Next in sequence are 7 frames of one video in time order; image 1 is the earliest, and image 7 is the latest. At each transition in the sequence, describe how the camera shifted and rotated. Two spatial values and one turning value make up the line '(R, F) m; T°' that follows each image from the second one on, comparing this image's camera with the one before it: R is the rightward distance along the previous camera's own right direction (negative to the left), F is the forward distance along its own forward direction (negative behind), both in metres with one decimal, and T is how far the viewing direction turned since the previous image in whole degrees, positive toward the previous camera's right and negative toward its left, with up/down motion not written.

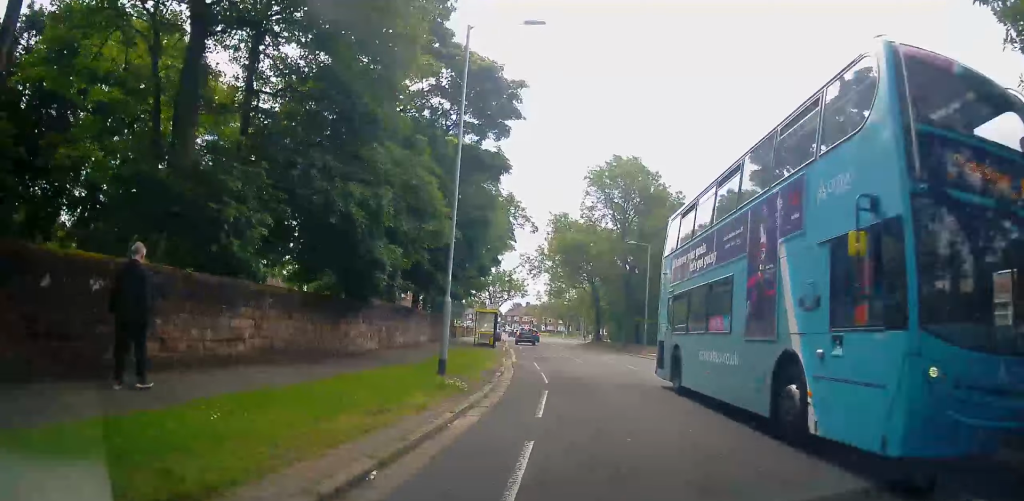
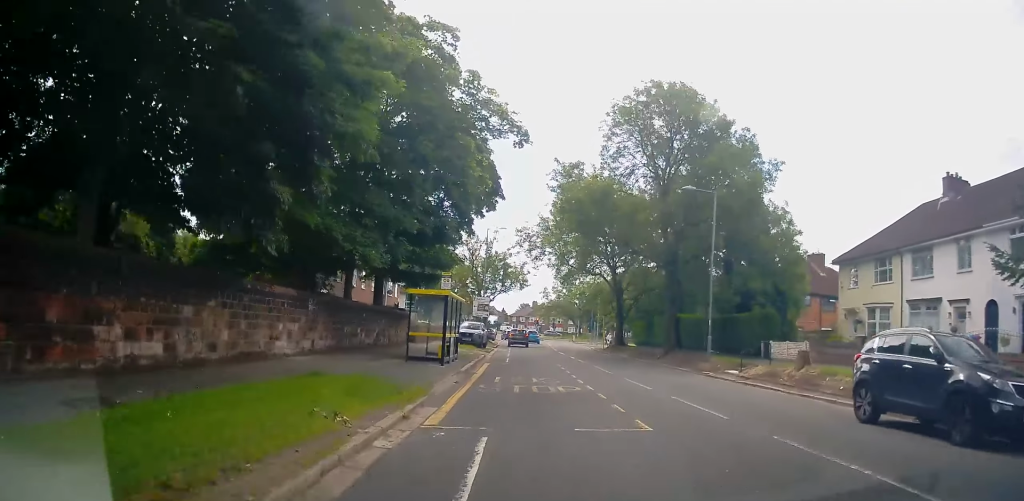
(+0.1, +18.3) m; -1°
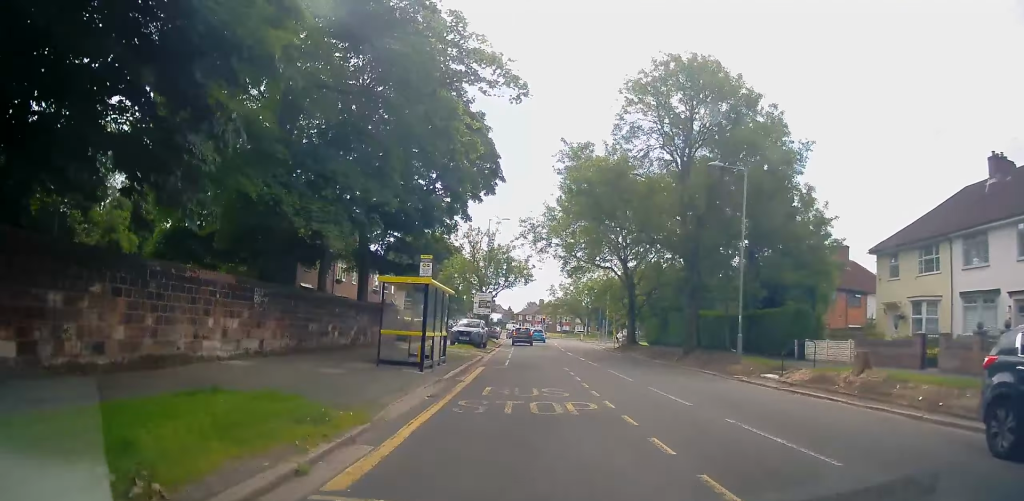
(0.0, +3.8) m; -1°
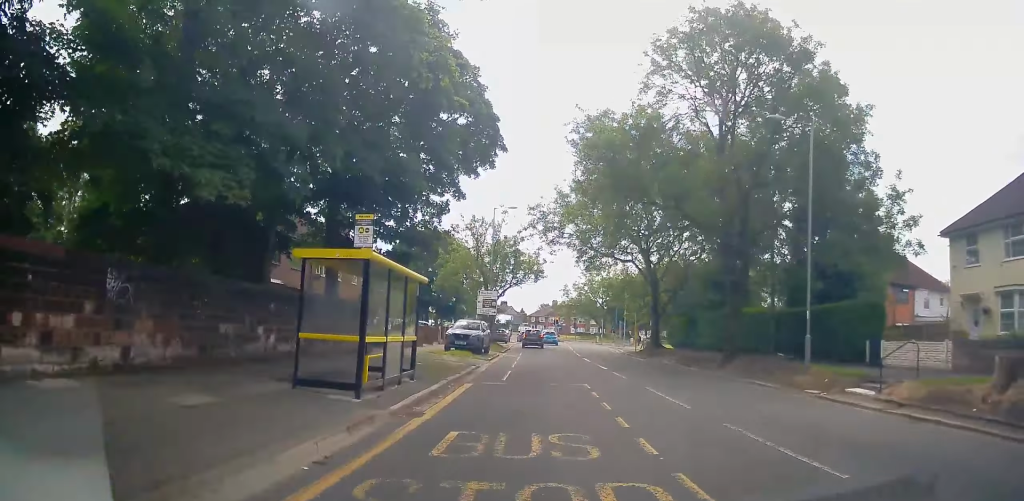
(0.0, +5.9) m; -1°
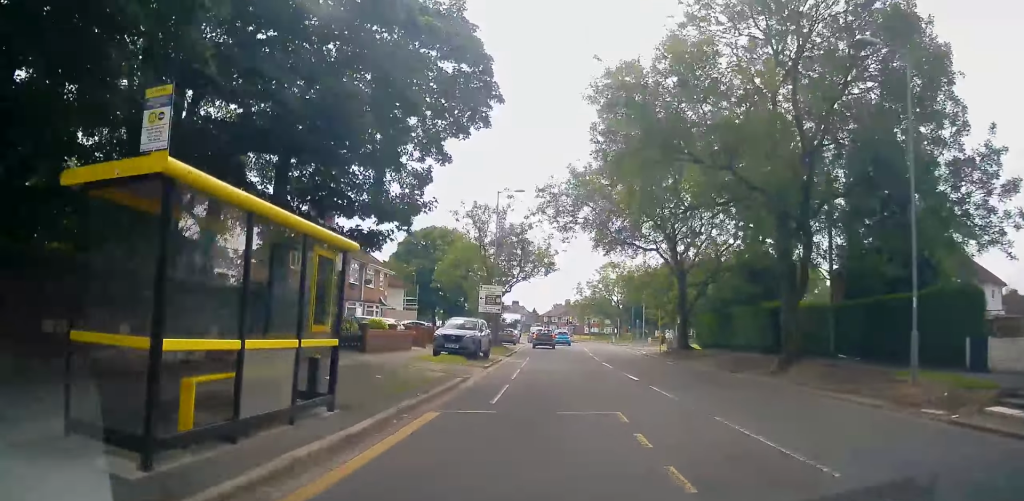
(-0.1, +5.7) m; -3°
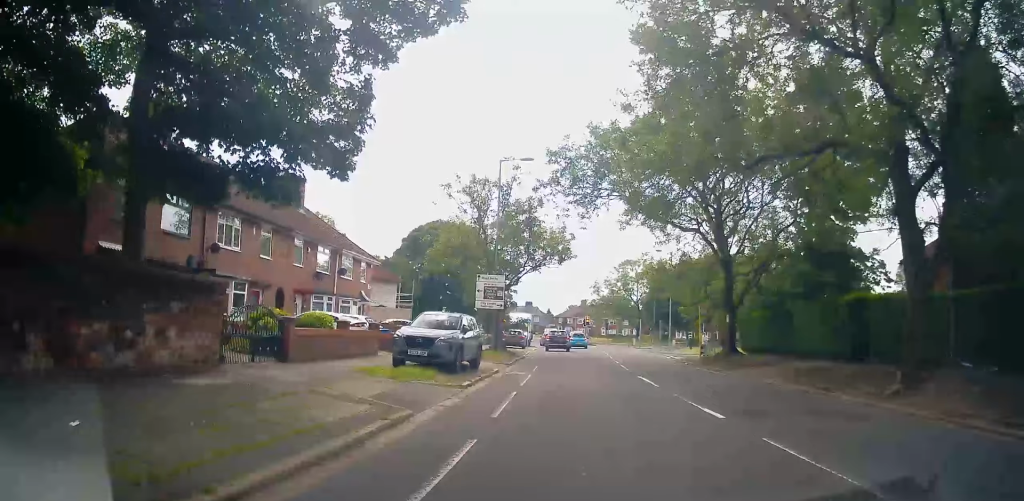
(-0.4, +7.8) m; -2°
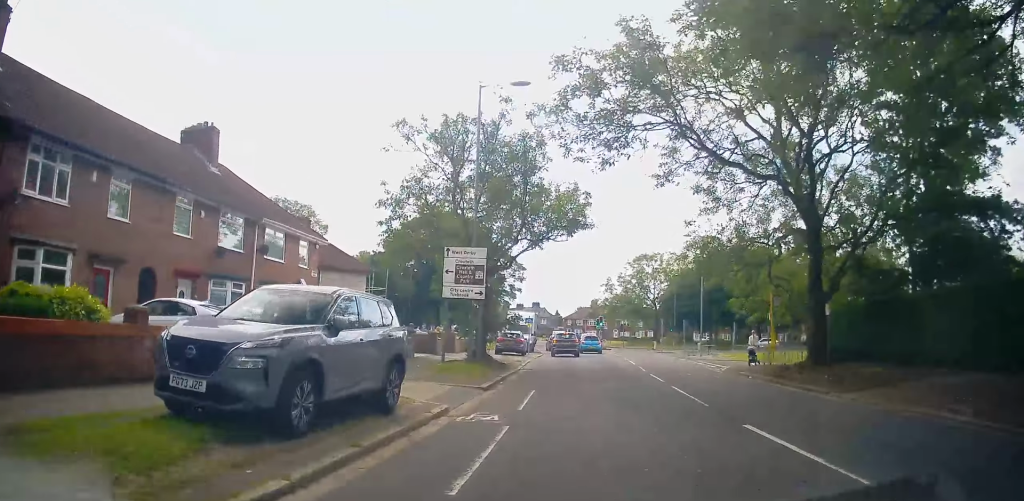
(+0.3, +10.5) m; +1°
